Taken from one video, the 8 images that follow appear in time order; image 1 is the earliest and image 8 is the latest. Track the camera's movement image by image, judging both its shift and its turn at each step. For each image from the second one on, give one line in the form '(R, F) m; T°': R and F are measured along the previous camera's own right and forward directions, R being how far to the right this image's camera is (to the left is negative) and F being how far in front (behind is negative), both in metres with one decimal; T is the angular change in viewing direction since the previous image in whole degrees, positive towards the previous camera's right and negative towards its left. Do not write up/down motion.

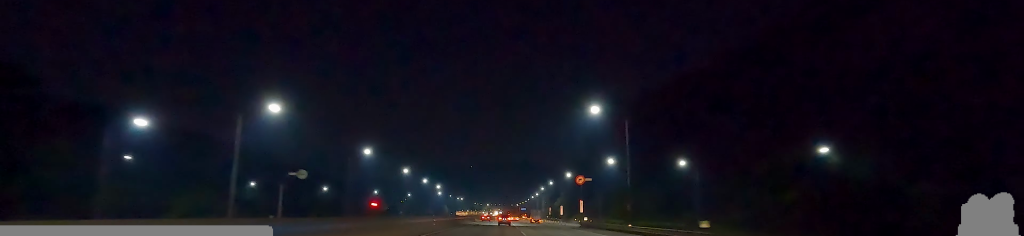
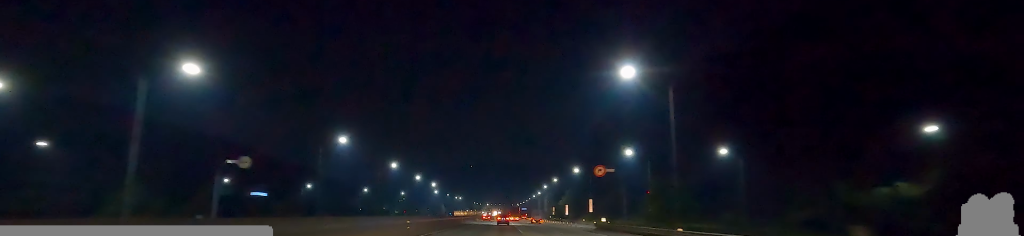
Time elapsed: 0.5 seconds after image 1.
(-0.4, +14.9) m; -1°
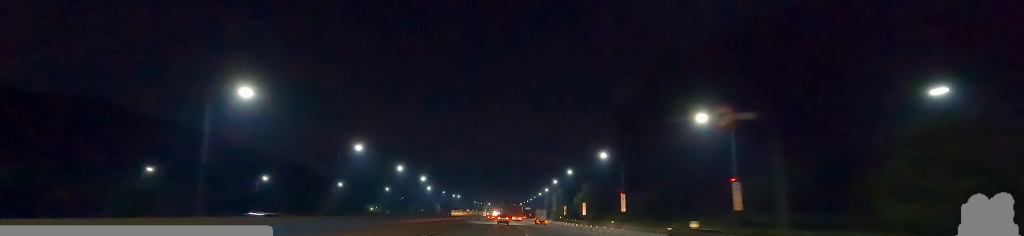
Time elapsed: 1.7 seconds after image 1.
(+0.5, +31.5) m; +1°
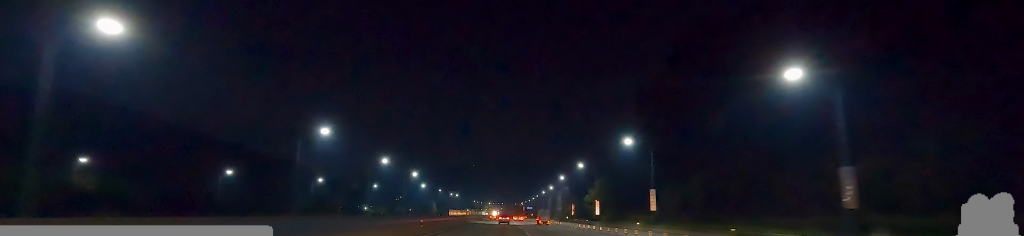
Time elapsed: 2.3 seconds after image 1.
(0.0, +17.6) m; 0°
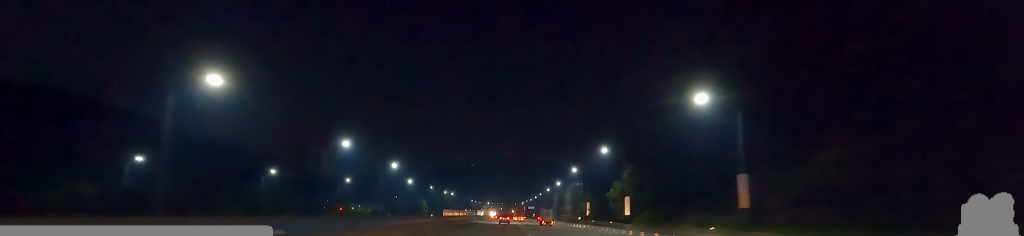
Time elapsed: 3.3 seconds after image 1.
(0.0, +27.9) m; 0°
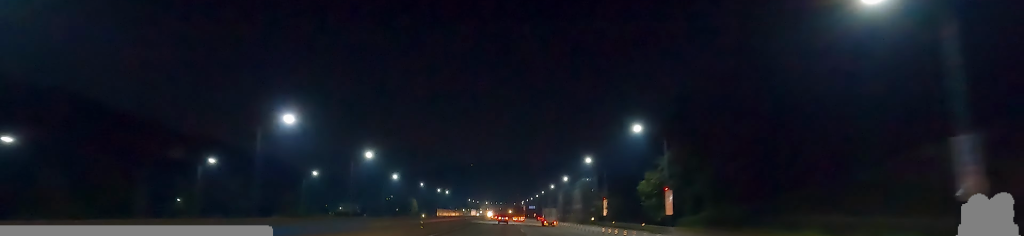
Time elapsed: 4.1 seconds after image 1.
(0.0, +22.4) m; 0°
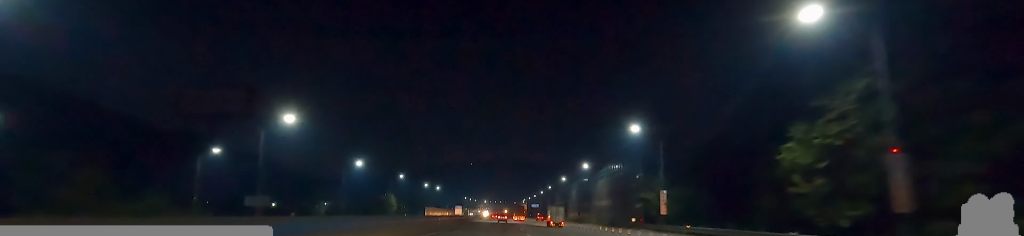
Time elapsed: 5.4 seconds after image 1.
(0.0, +37.4) m; -1°
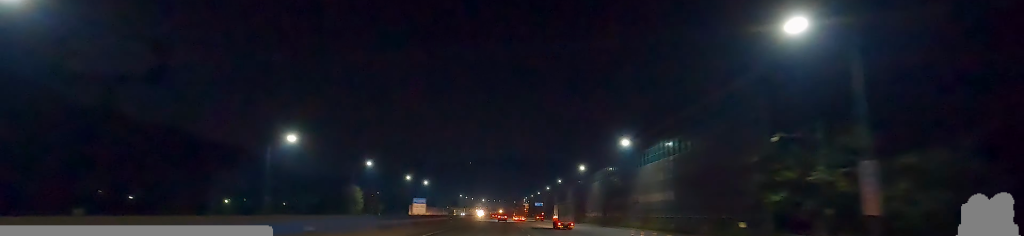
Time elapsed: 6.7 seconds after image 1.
(-0.4, +36.4) m; 0°
